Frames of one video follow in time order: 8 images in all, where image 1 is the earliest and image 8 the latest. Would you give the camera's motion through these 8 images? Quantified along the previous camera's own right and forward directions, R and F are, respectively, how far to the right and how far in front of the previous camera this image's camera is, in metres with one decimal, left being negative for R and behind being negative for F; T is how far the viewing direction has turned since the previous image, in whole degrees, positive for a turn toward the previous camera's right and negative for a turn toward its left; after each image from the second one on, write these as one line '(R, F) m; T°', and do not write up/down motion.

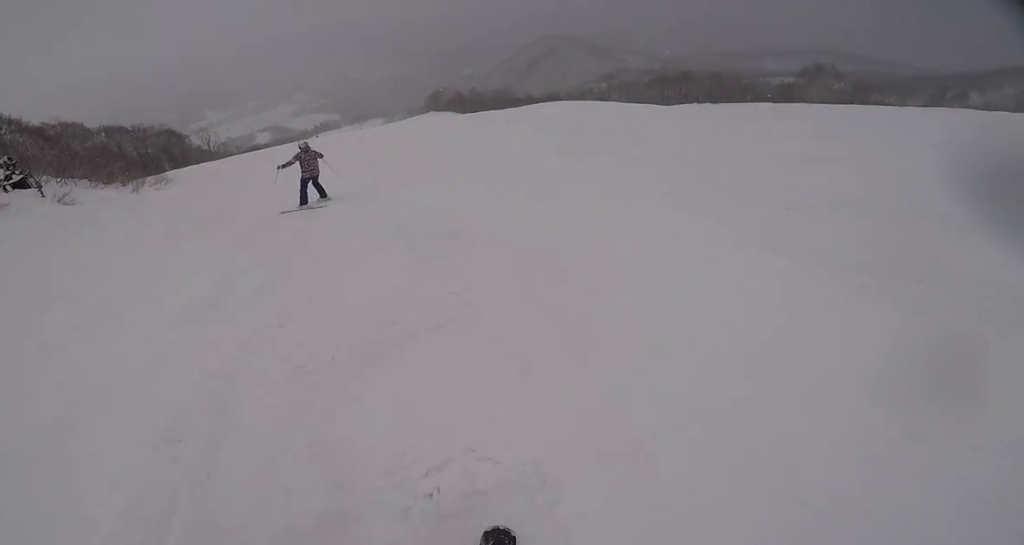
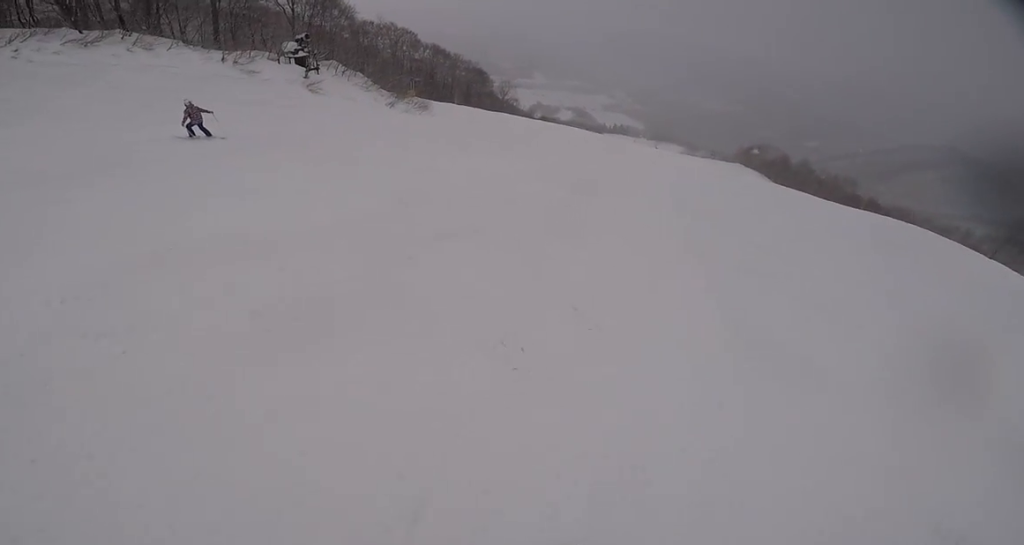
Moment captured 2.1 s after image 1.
(-5.3, +7.7) m; -60°
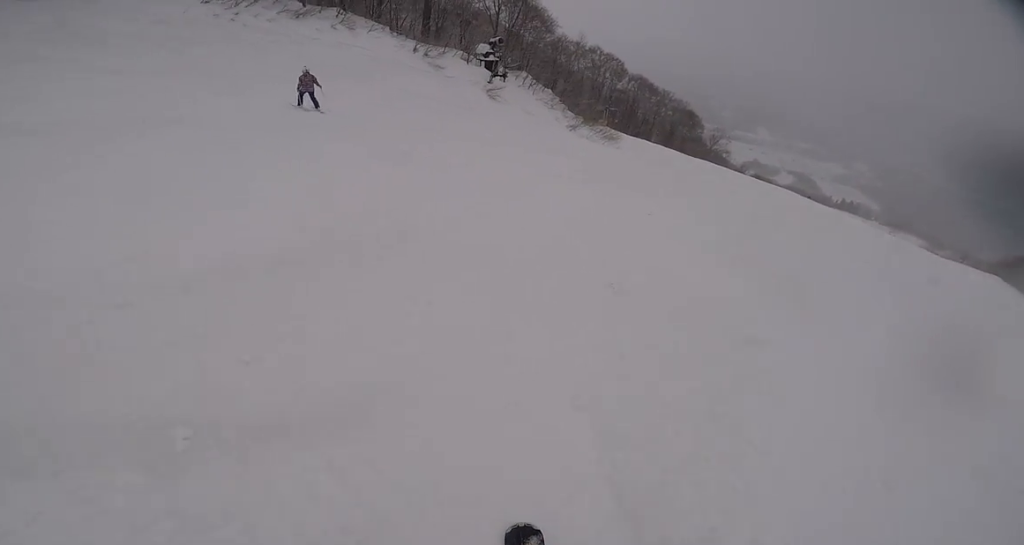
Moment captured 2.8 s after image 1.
(-0.7, +3.0) m; -2°
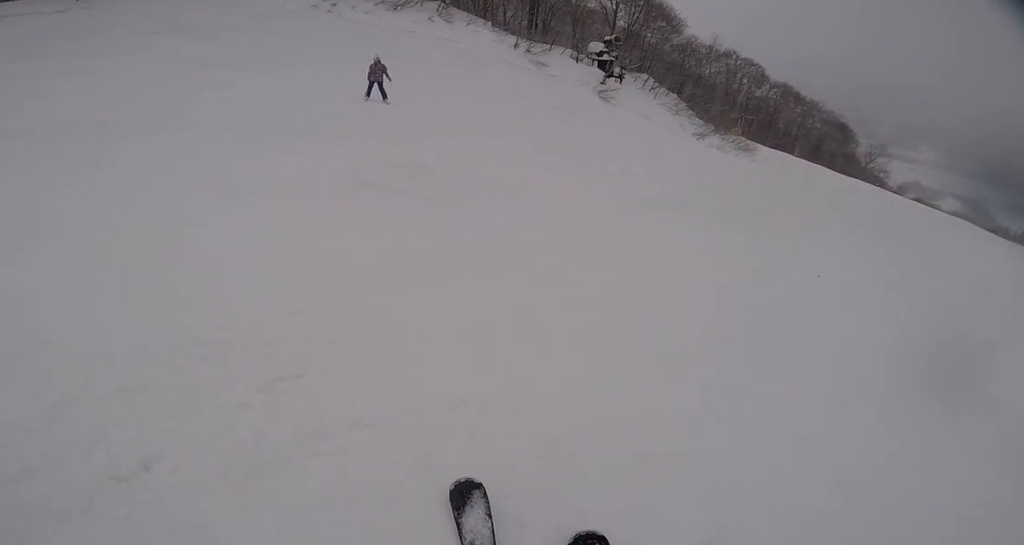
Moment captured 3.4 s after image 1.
(+0.9, +2.1) m; -1°
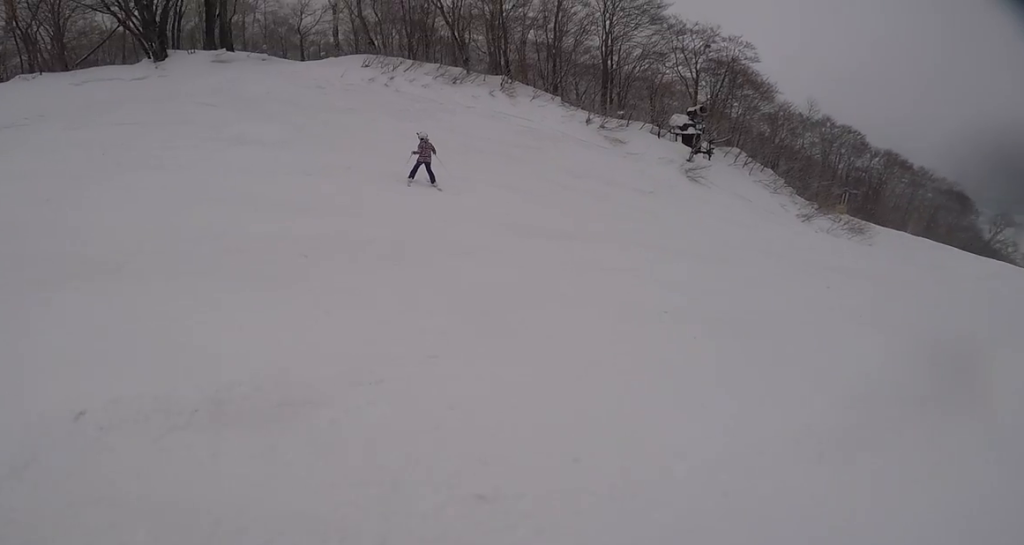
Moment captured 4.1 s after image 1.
(-0.3, +3.1) m; +12°
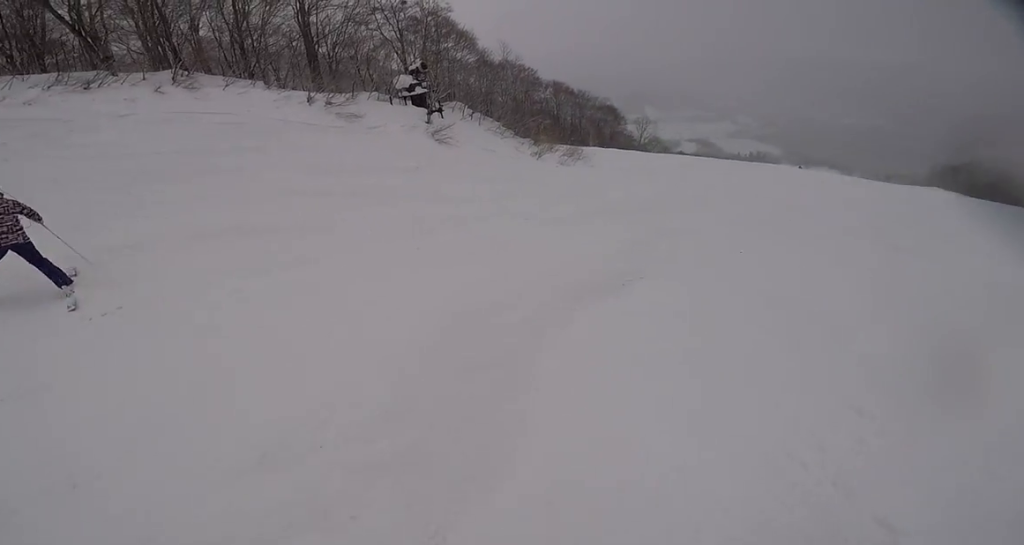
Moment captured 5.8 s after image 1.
(+3.1, +4.0) m; +69°
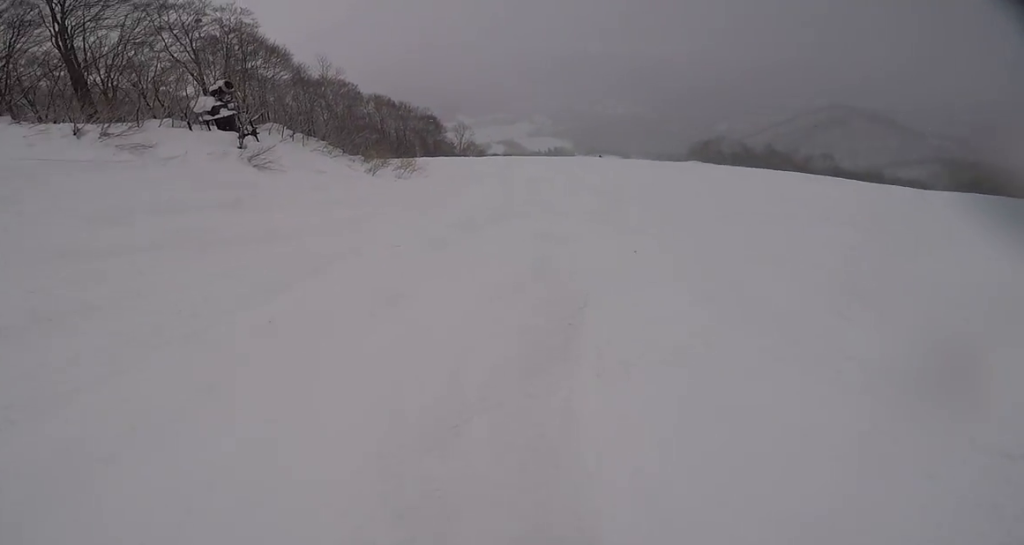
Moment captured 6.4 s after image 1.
(0.0, +2.3) m; +11°
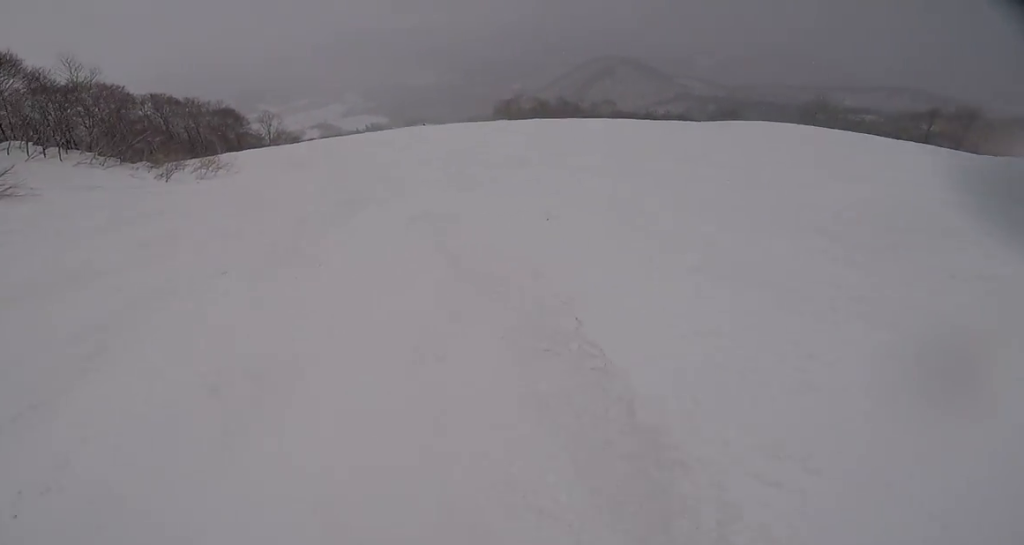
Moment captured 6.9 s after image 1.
(+0.2, +2.3) m; +3°
